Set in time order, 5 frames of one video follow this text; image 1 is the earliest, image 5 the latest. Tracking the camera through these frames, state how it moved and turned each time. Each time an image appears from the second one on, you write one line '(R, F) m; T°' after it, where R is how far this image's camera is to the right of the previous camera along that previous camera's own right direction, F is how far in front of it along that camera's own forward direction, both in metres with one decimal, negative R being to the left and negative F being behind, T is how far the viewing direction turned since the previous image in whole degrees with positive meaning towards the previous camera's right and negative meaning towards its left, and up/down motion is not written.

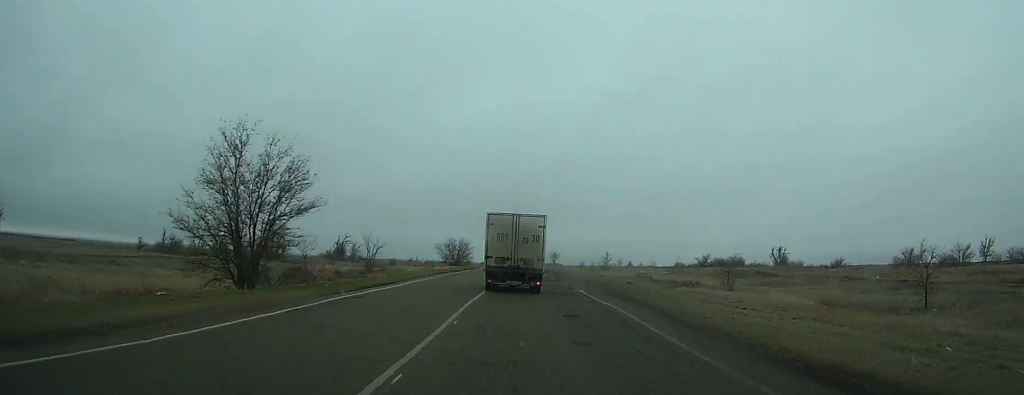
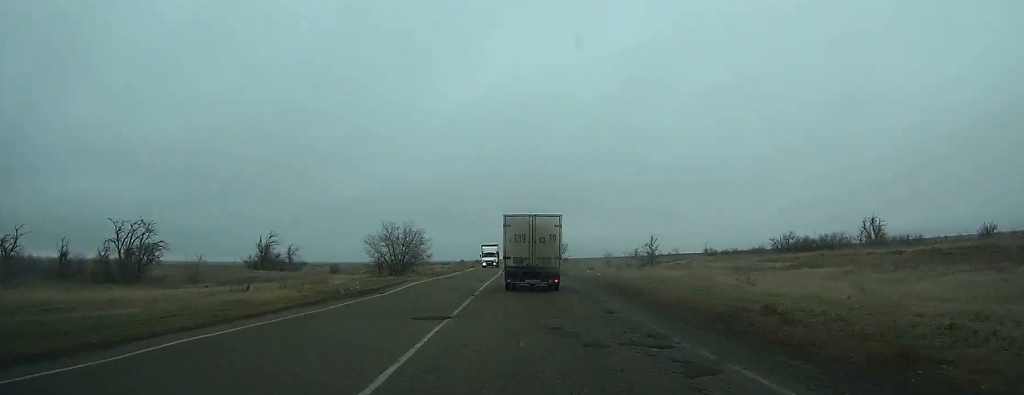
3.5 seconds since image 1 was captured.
(0.0, +53.3) m; 0°
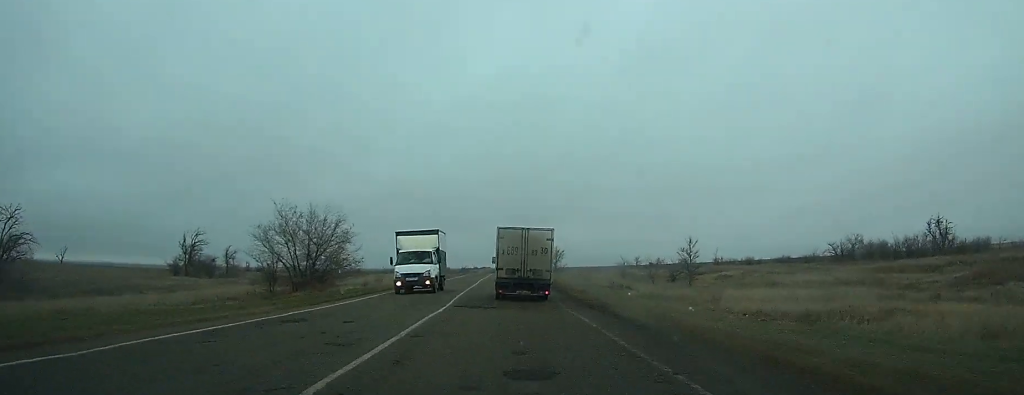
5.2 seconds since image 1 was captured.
(0.0, +26.0) m; 0°
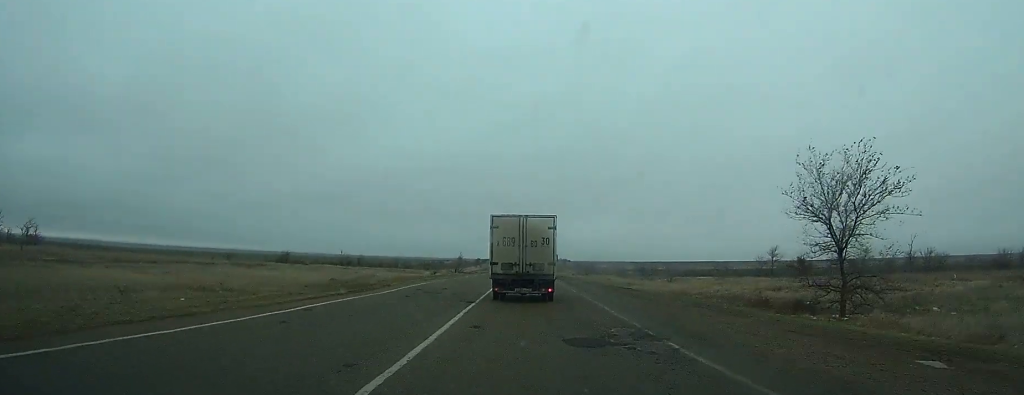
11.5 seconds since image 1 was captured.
(-1.1, +100.7) m; 0°
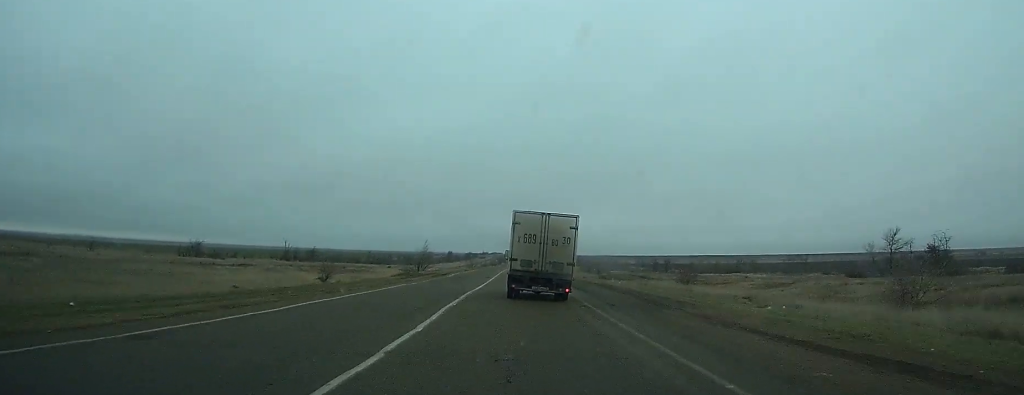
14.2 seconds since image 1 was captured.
(+0.3, +43.4) m; 0°
